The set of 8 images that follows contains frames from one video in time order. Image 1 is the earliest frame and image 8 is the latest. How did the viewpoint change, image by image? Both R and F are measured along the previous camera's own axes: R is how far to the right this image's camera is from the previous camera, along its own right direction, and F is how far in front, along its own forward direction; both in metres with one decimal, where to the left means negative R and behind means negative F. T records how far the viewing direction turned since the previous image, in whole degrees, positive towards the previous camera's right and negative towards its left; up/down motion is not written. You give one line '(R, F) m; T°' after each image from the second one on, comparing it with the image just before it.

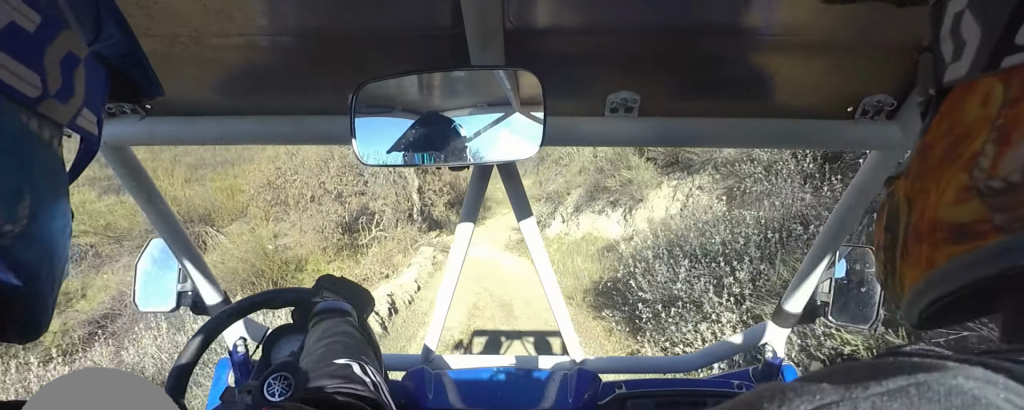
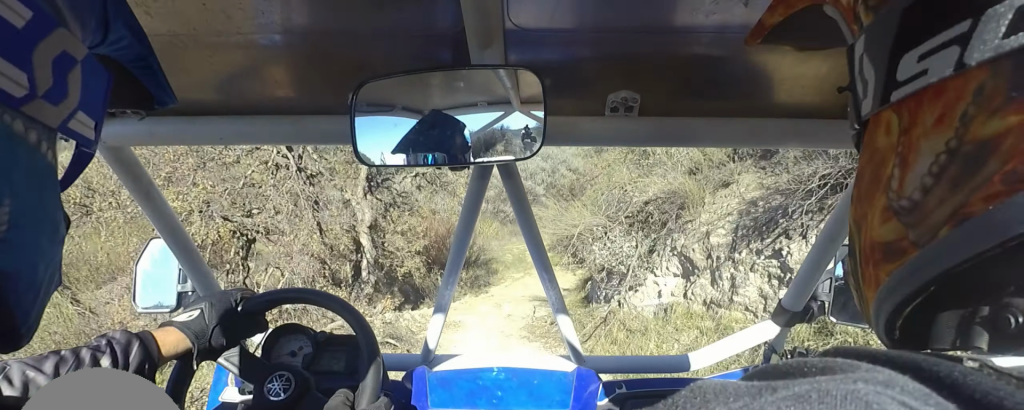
(-1.3, +8.1) m; -1°
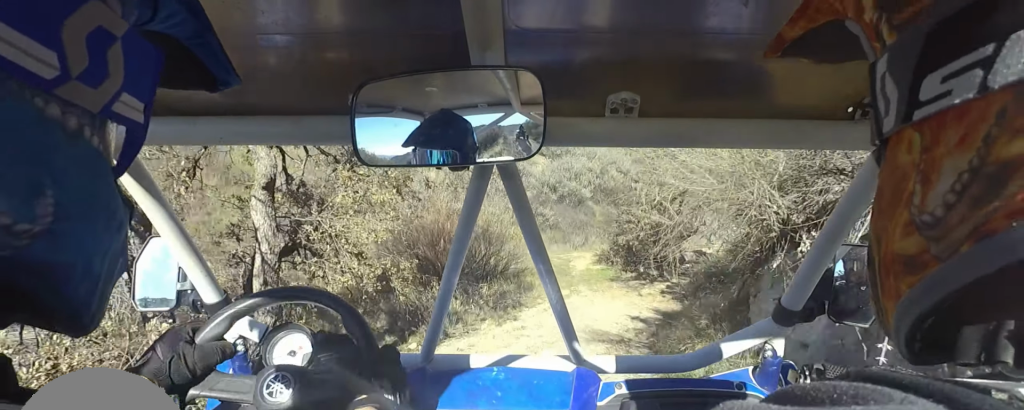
(+0.8, +5.5) m; +6°
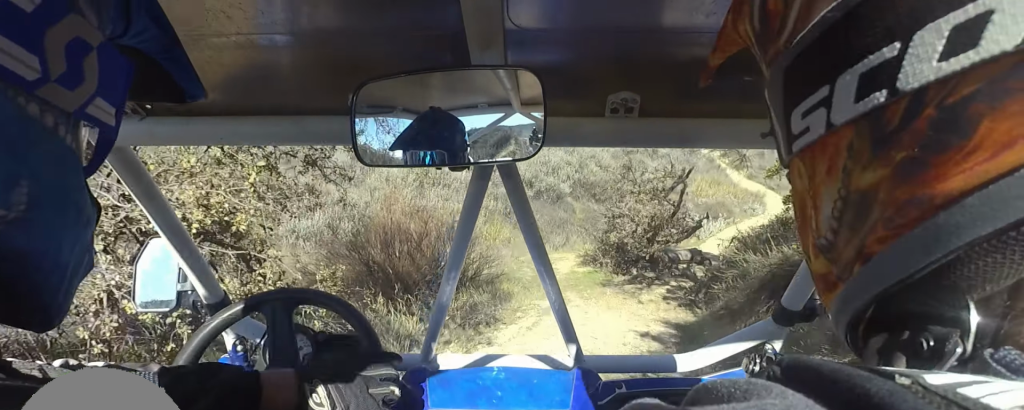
(-0.1, +2.6) m; +4°
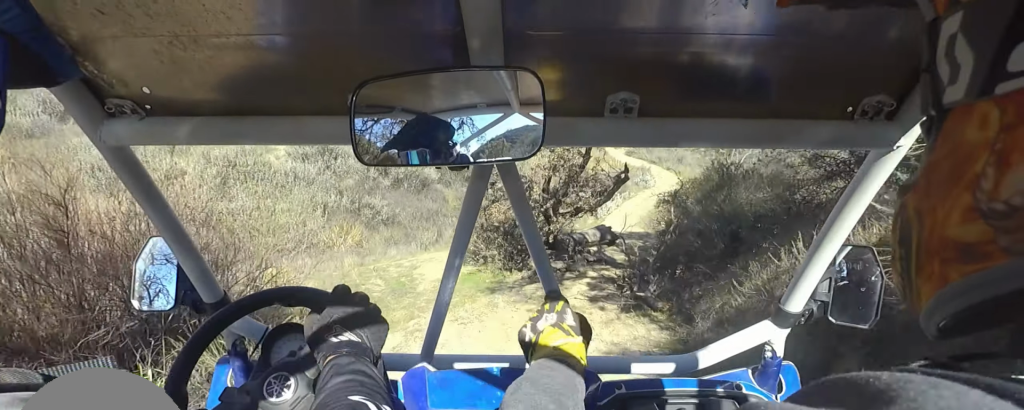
(+0.4, +5.0) m; +5°
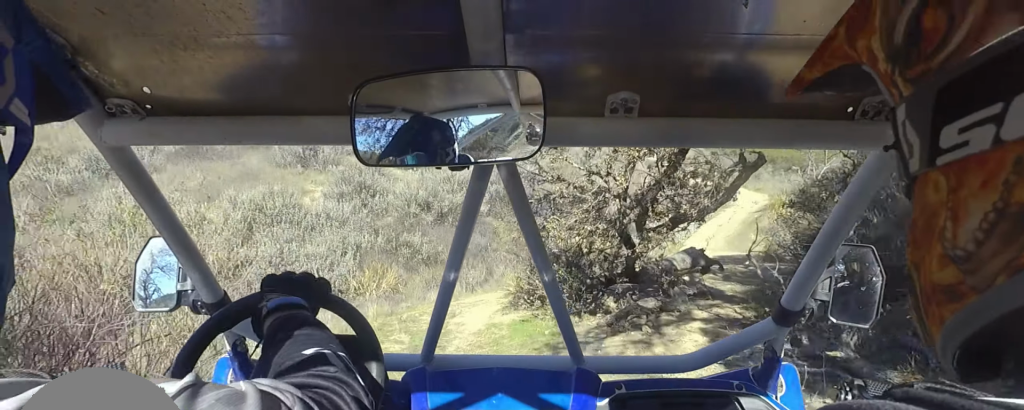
(-0.1, +2.8) m; 0°
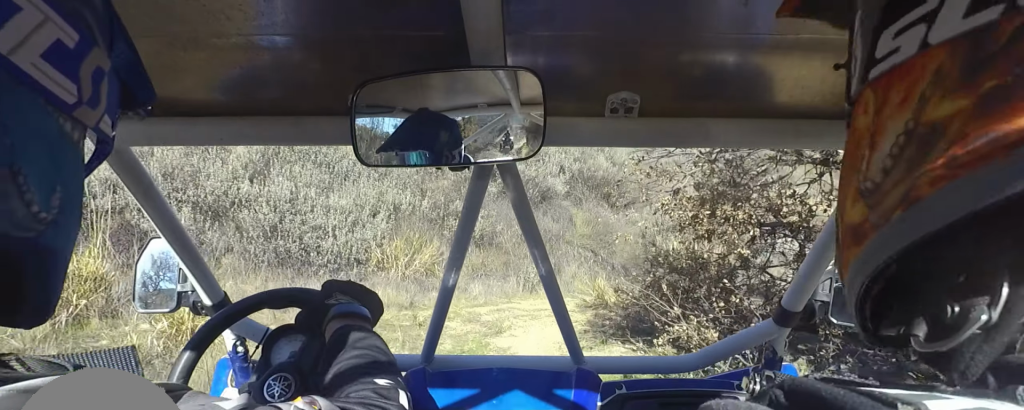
(+0.1, +4.3) m; +2°
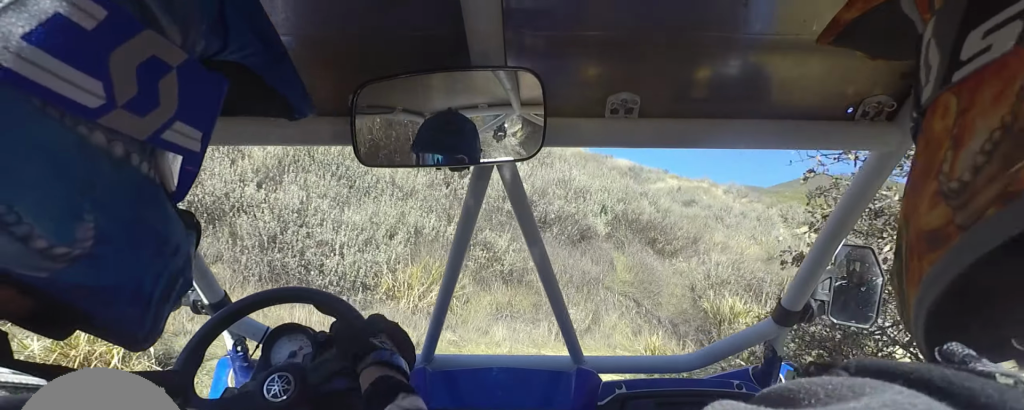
(+0.1, +2.1) m; +5°
